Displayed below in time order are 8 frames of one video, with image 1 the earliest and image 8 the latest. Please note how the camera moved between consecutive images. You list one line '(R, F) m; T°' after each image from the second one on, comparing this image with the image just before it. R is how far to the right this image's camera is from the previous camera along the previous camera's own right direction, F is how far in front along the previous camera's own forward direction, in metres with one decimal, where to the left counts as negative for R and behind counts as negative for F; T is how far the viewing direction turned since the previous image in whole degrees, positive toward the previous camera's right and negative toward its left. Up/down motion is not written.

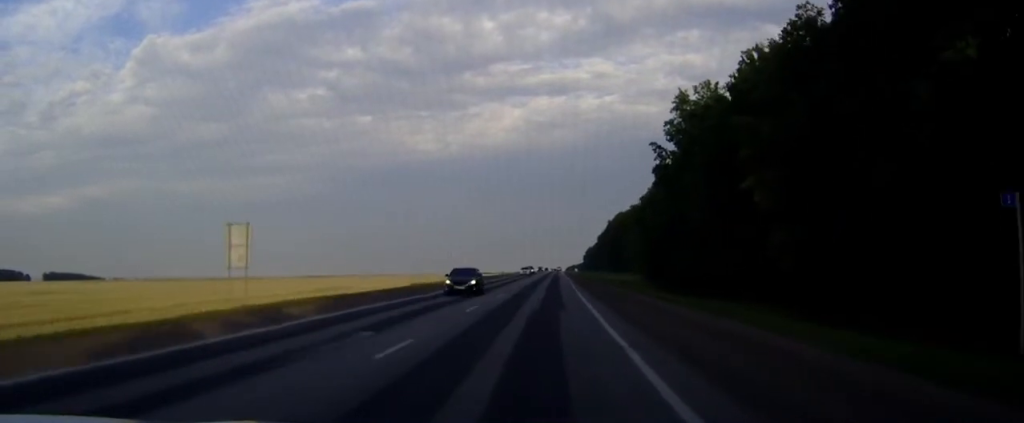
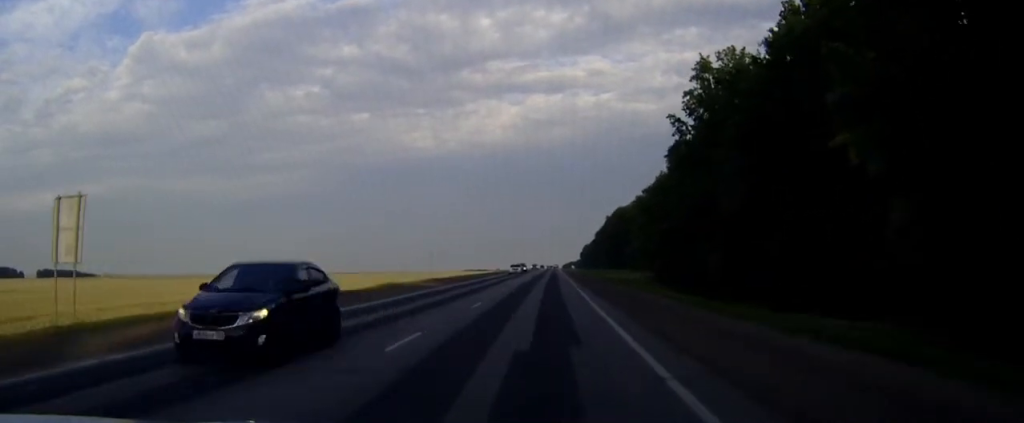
(0.0, +11.8) m; 0°
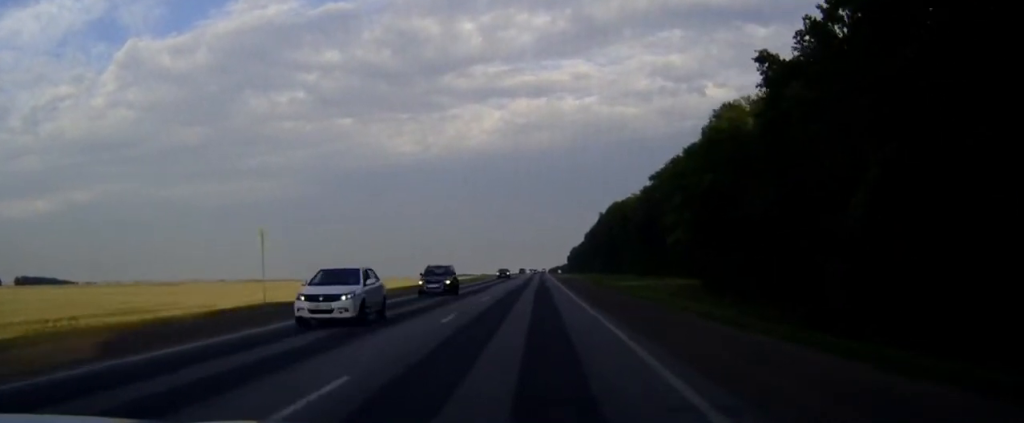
(+0.4, +40.9) m; +1°
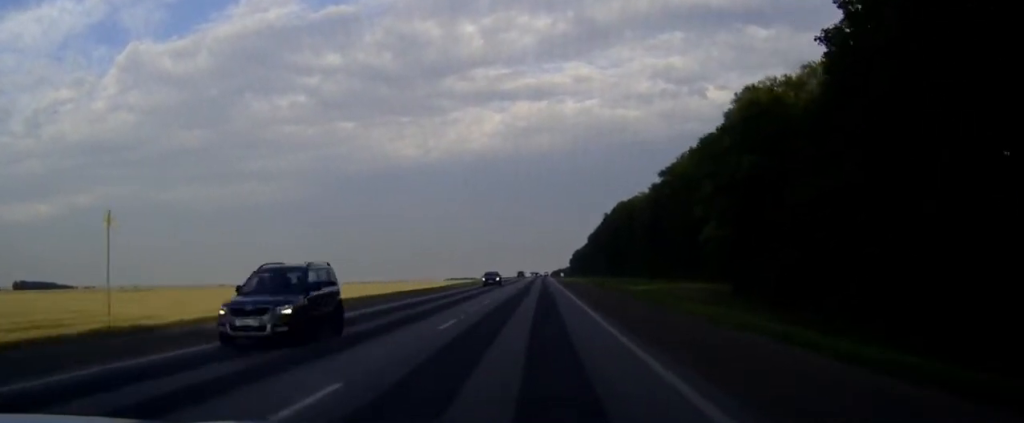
(0.0, +12.4) m; 0°
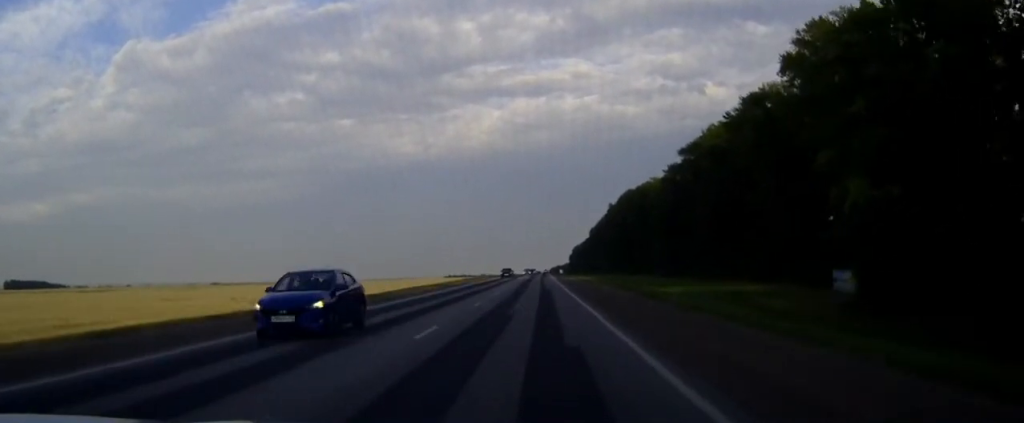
(0.0, +27.2) m; 0°
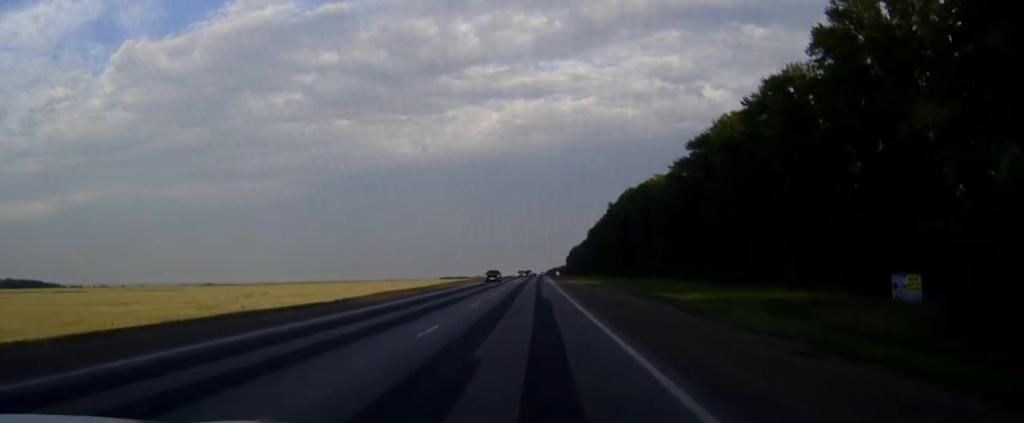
(0.0, +10.9) m; 0°
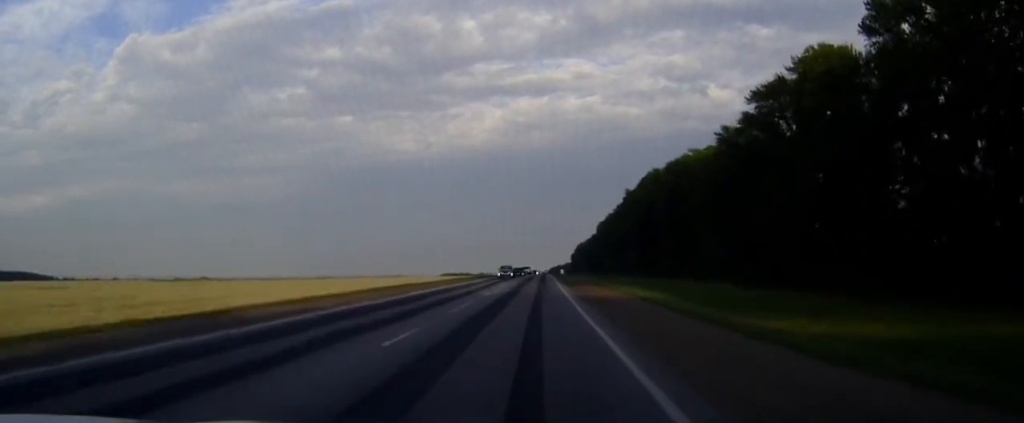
(+0.1, +38.4) m; 0°
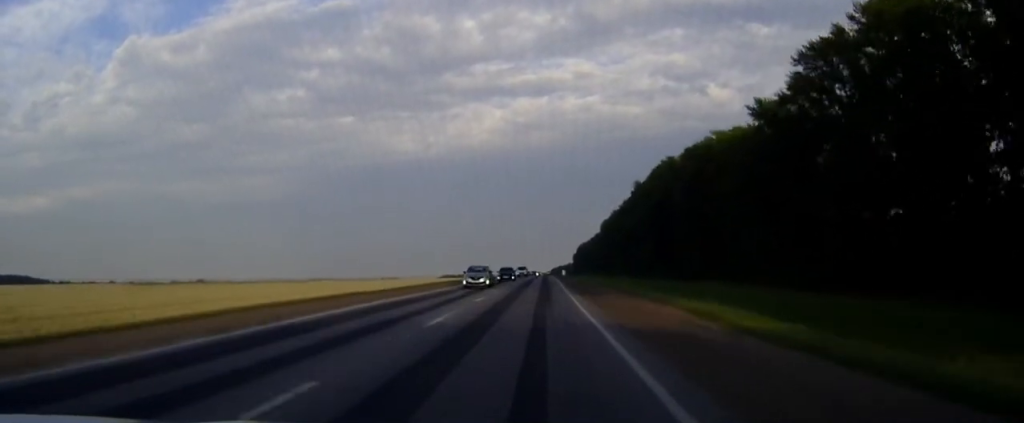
(0.0, +19.1) m; 0°
